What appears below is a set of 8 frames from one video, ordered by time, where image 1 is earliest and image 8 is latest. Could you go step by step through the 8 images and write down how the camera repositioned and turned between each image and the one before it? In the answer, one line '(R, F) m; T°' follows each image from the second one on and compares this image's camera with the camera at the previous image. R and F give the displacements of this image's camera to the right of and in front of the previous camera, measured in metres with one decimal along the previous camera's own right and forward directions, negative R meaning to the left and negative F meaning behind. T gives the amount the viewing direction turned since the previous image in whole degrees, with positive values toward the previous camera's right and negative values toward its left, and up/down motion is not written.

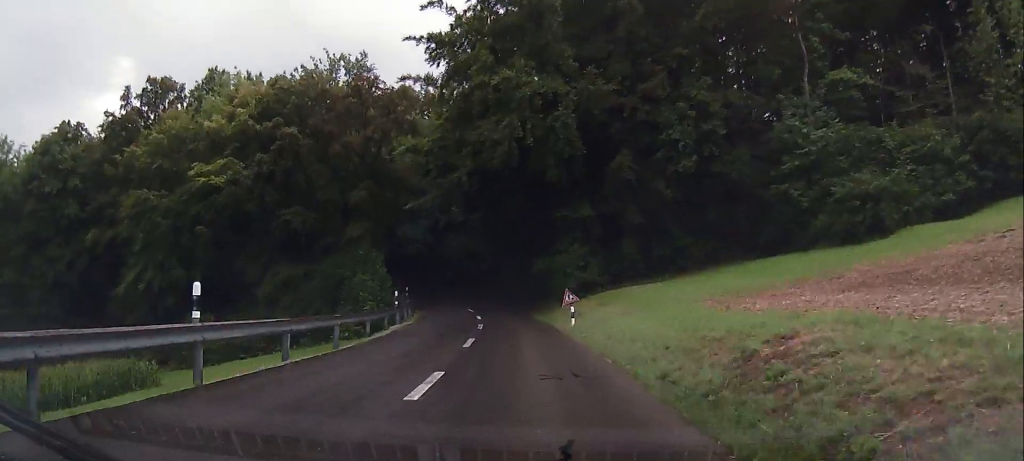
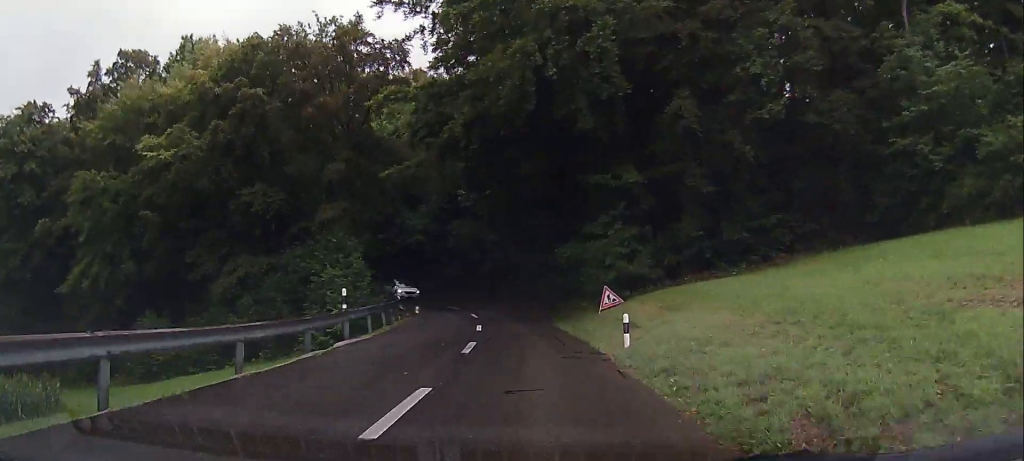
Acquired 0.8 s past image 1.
(-1.1, +9.4) m; -10°
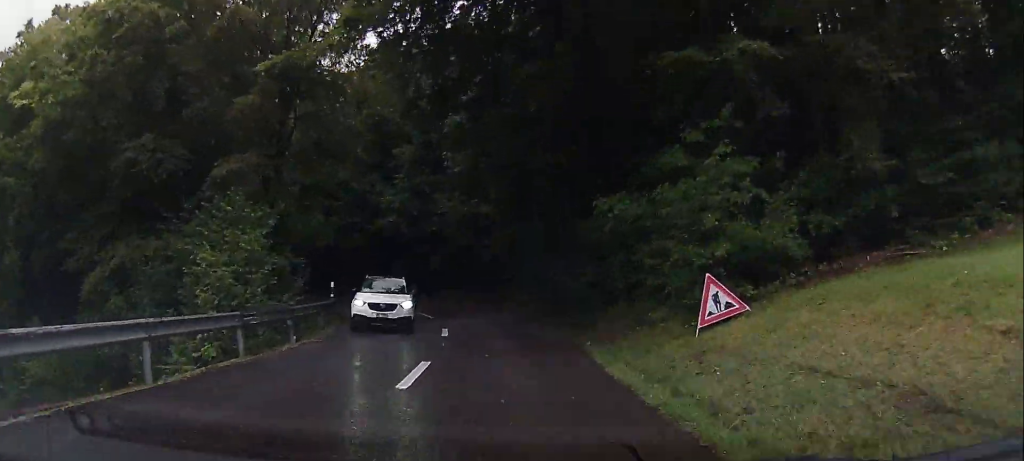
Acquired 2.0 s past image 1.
(-1.1, +13.0) m; -9°
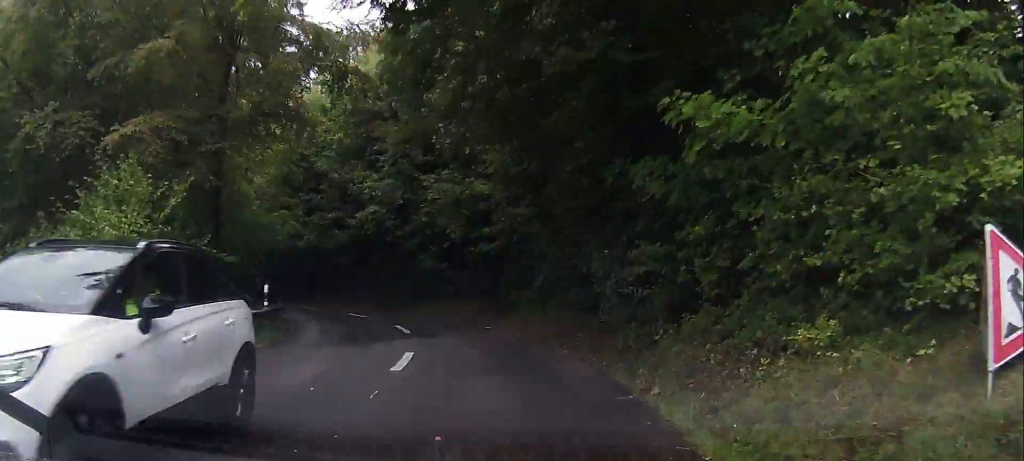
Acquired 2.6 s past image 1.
(-0.3, +7.4) m; -3°
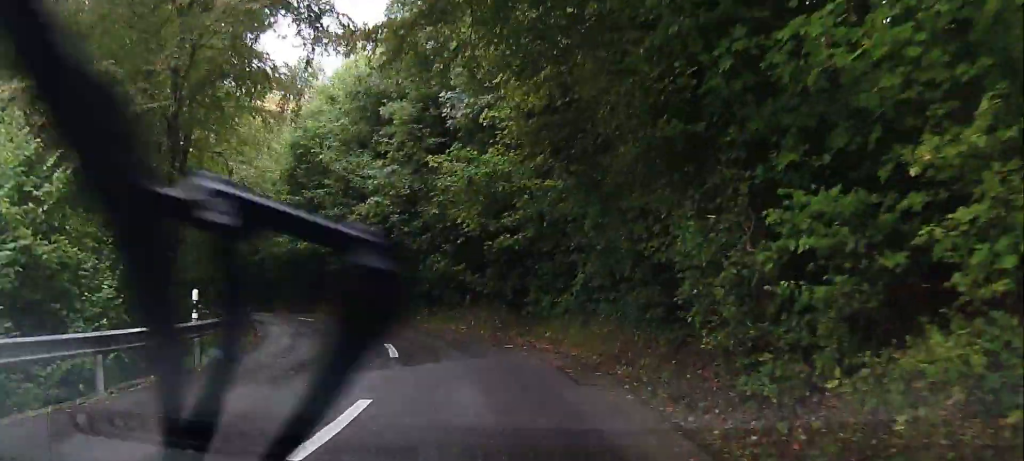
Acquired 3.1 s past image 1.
(-0.1, +5.9) m; -2°
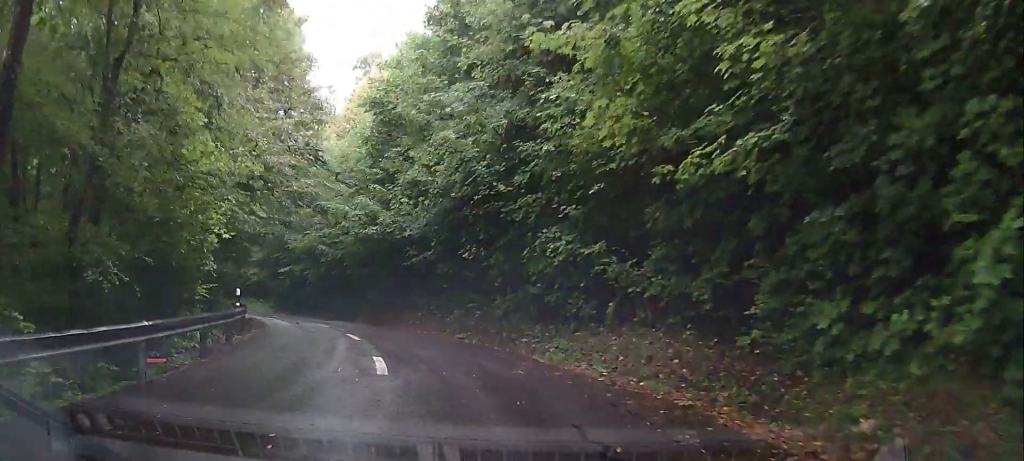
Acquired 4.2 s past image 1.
(-0.4, +13.3) m; -2°
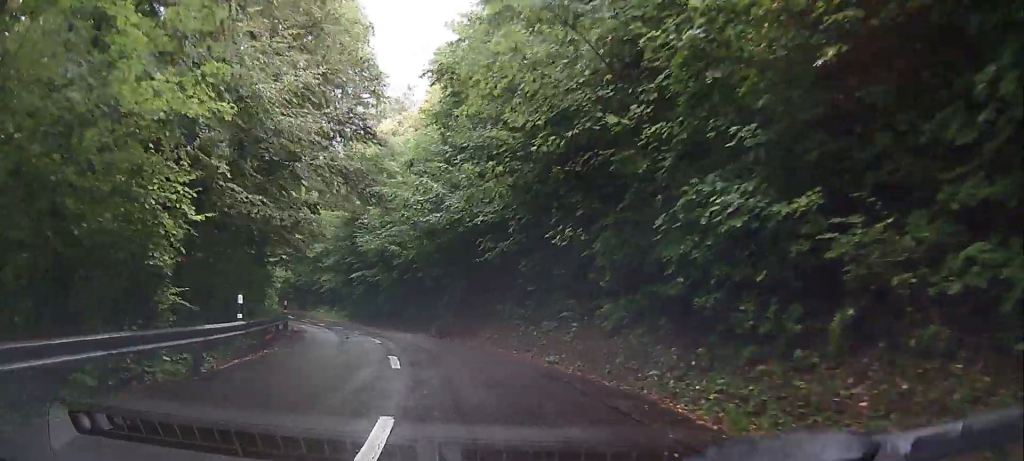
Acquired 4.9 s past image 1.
(0.0, +7.4) m; -1°
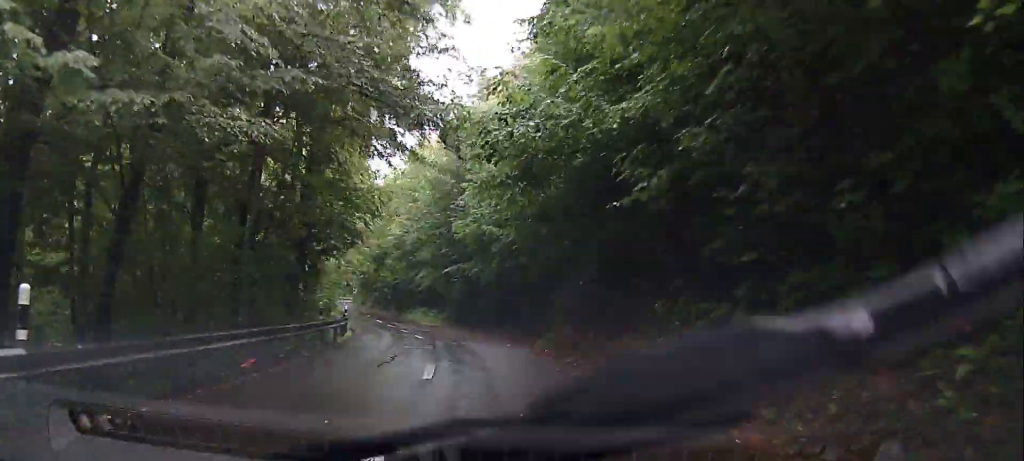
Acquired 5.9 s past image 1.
(-0.2, +11.5) m; -3°
